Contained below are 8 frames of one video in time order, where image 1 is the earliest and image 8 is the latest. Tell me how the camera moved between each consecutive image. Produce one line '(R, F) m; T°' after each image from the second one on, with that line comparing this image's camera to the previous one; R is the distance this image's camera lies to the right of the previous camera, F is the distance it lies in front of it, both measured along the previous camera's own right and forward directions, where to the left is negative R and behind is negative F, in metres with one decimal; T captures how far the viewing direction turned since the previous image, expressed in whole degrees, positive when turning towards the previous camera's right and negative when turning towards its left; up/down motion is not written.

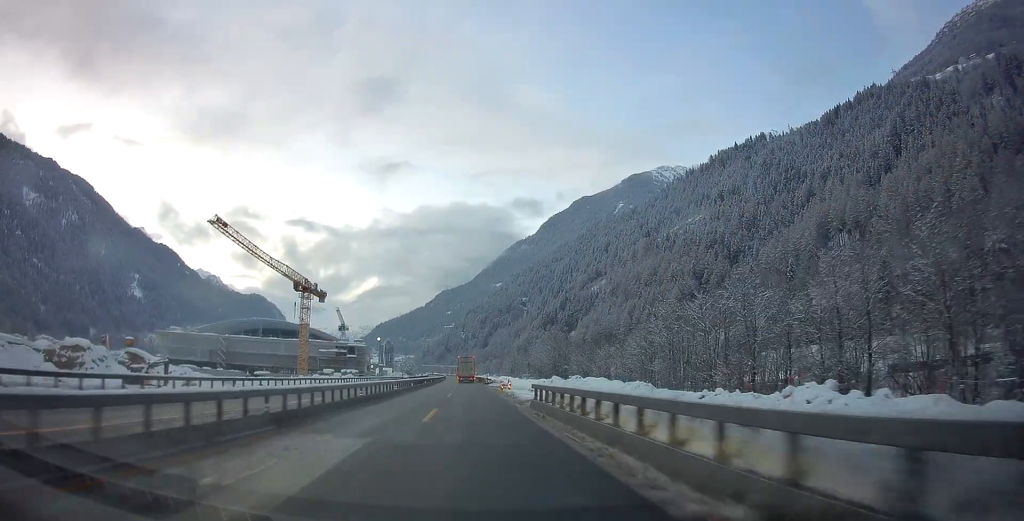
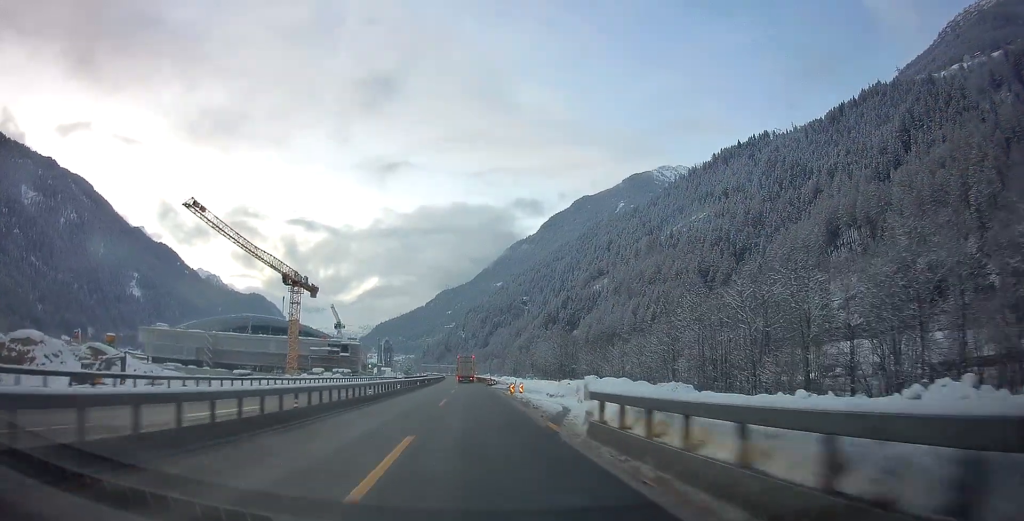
(0.0, +9.4) m; 0°
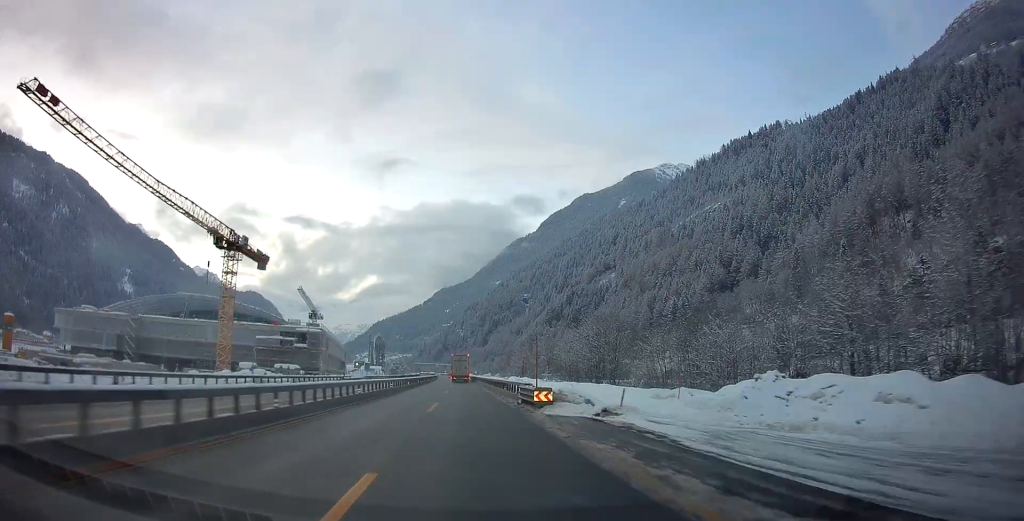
(+0.8, +41.2) m; 0°
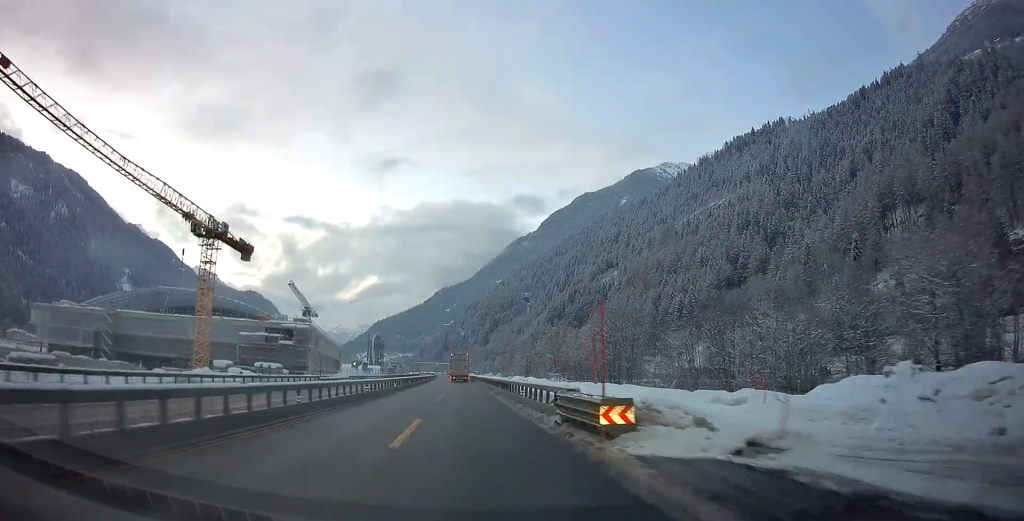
(-0.1, +9.2) m; 0°
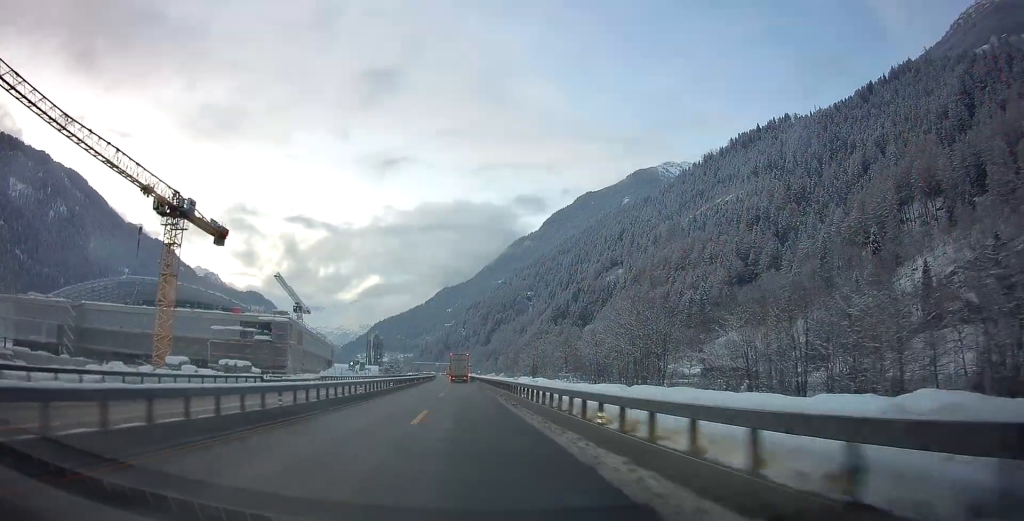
(-0.3, +13.8) m; 0°
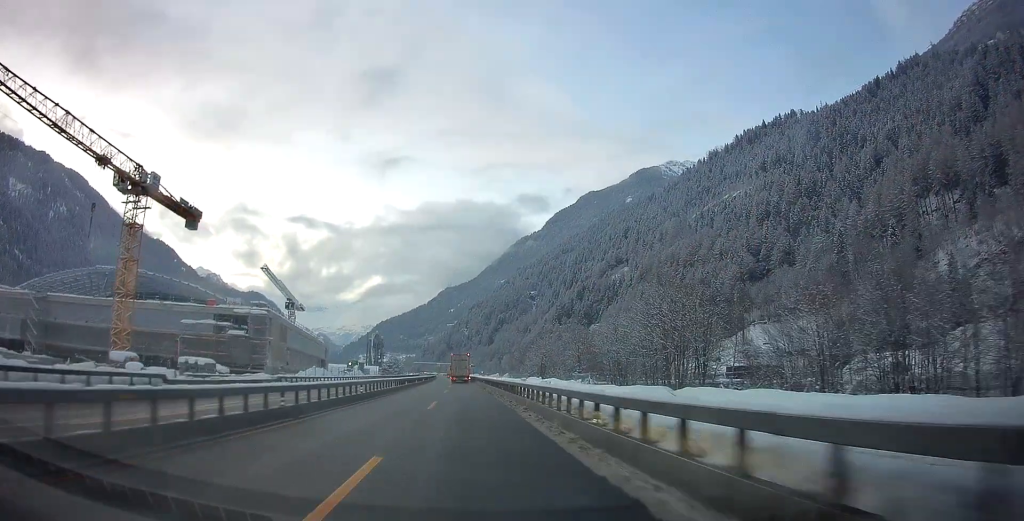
(+0.1, +11.5) m; 0°
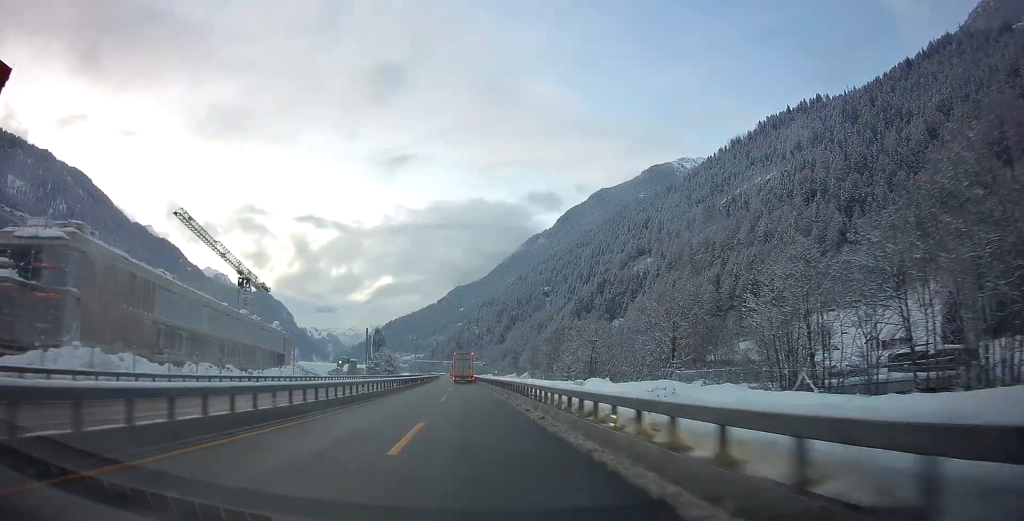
(-0.8, +48.6) m; -1°
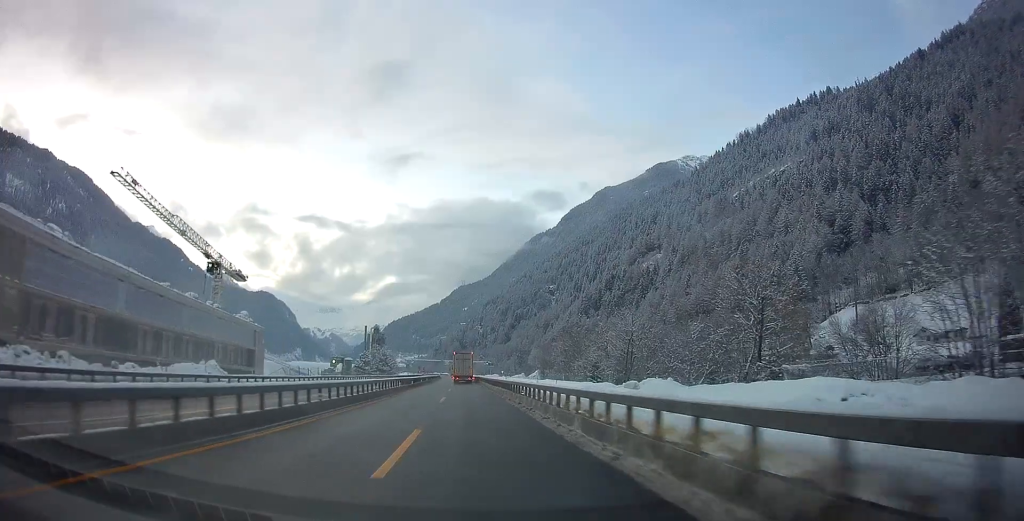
(+0.1, +20.5) m; 0°
